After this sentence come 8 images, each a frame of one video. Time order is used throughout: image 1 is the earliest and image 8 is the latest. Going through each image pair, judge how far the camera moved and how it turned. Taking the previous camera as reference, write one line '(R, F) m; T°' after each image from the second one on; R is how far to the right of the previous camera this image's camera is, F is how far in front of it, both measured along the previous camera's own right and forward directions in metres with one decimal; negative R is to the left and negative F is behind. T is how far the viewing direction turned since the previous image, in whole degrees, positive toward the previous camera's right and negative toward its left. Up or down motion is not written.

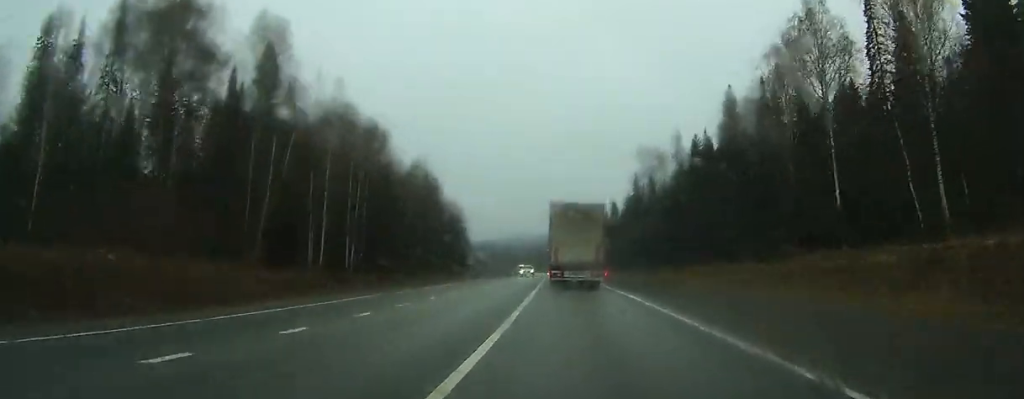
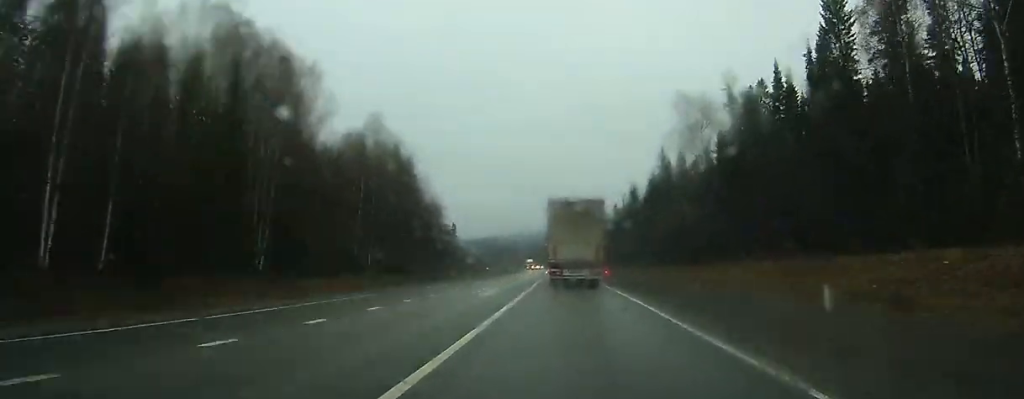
(-0.2, +34.2) m; -1°
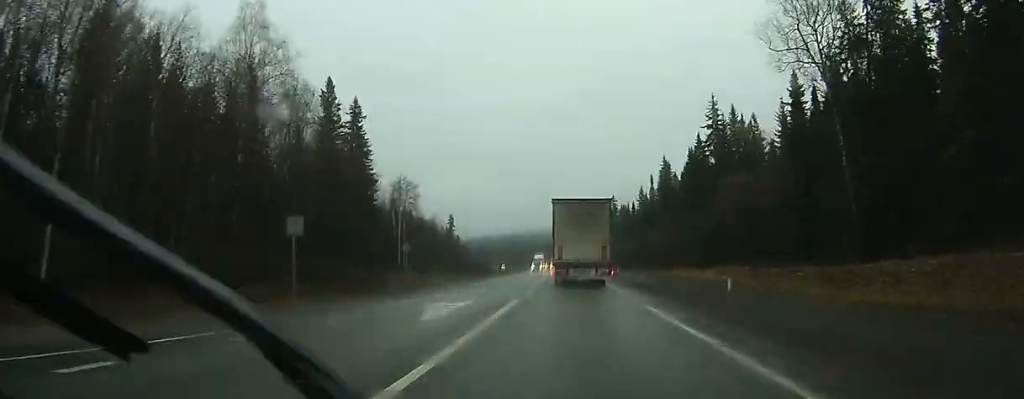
(-0.2, +41.4) m; -1°
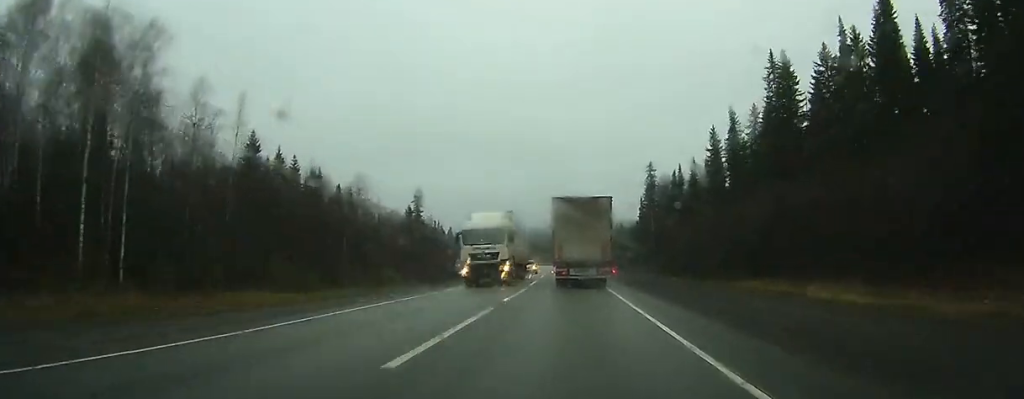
(-1.8, +80.7) m; -2°
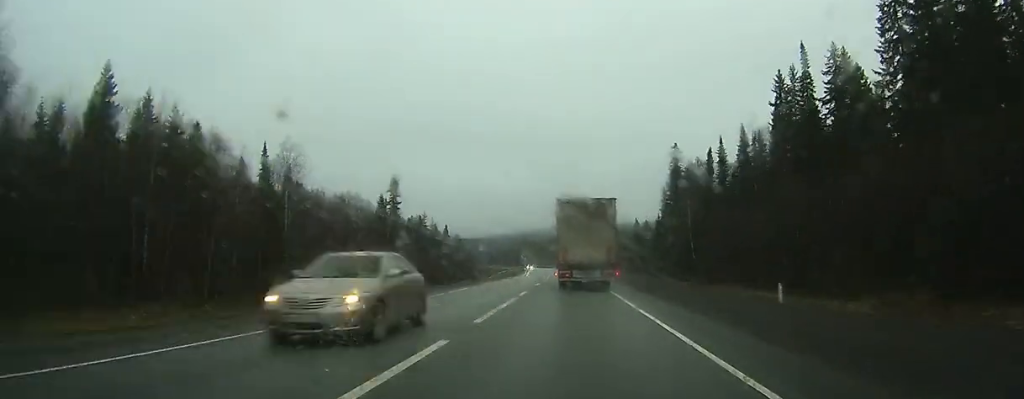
(-0.2, +31.6) m; -1°
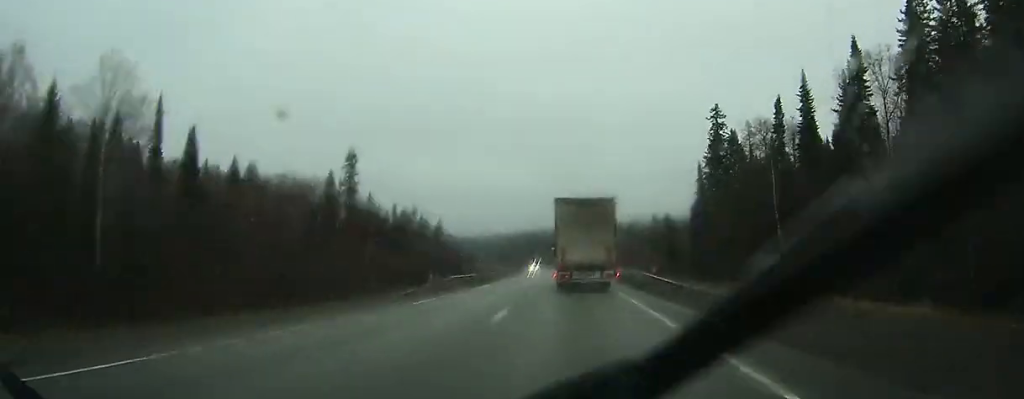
(+0.2, +35.2) m; -1°
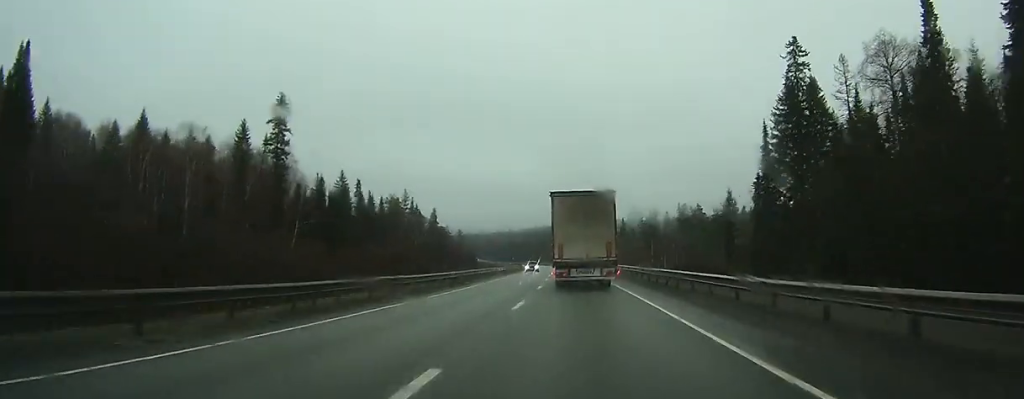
(-0.6, +33.8) m; -1°
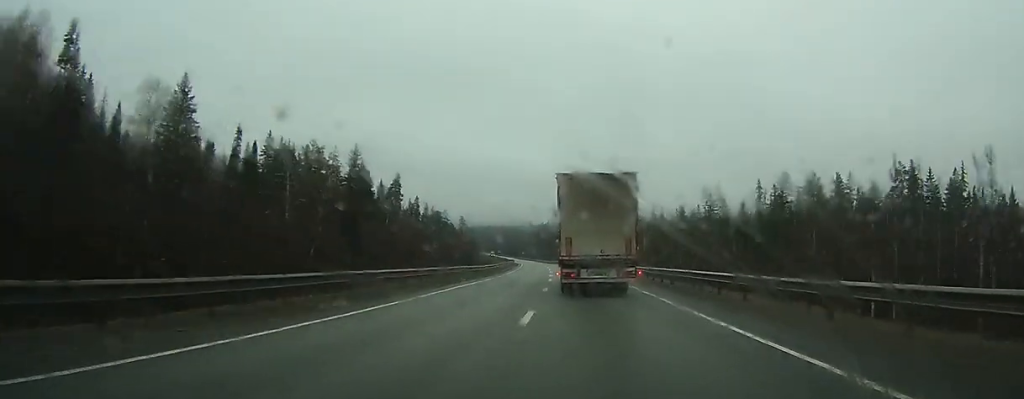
(-1.6, +75.1) m; -2°
